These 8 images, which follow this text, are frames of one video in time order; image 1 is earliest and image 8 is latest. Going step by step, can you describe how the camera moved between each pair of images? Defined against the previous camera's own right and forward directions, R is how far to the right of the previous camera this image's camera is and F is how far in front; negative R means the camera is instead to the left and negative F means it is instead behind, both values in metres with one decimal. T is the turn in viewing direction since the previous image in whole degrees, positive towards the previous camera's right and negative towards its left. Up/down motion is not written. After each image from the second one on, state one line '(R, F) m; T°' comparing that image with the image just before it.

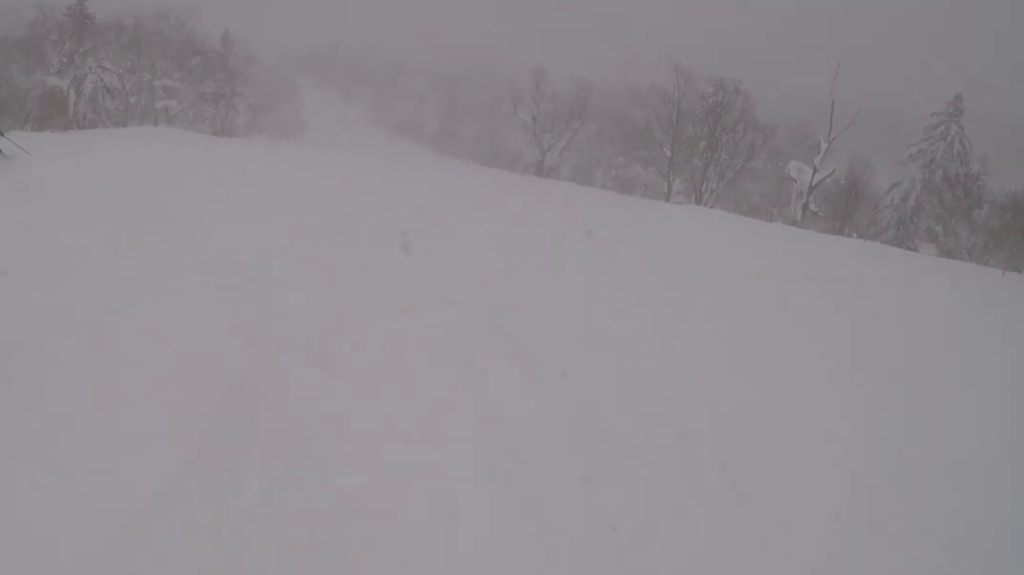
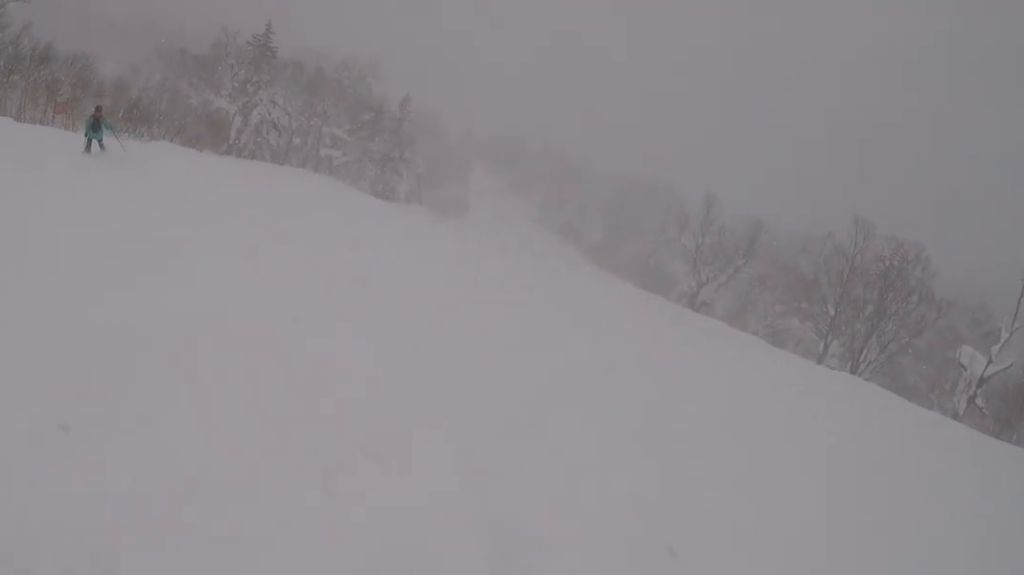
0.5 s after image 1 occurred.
(-0.7, +2.7) m; -15°
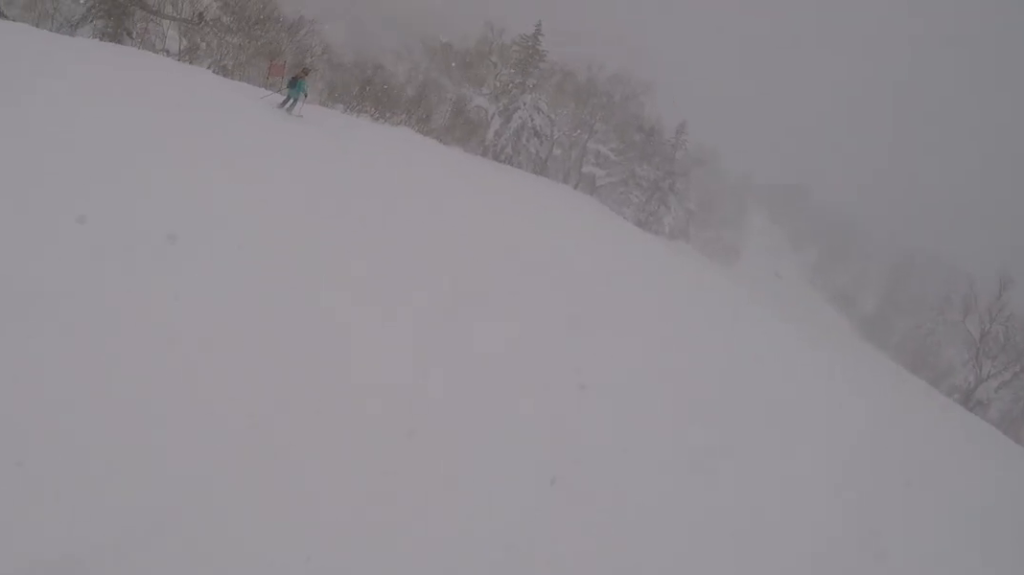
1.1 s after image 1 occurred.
(-0.6, +3.7) m; -18°
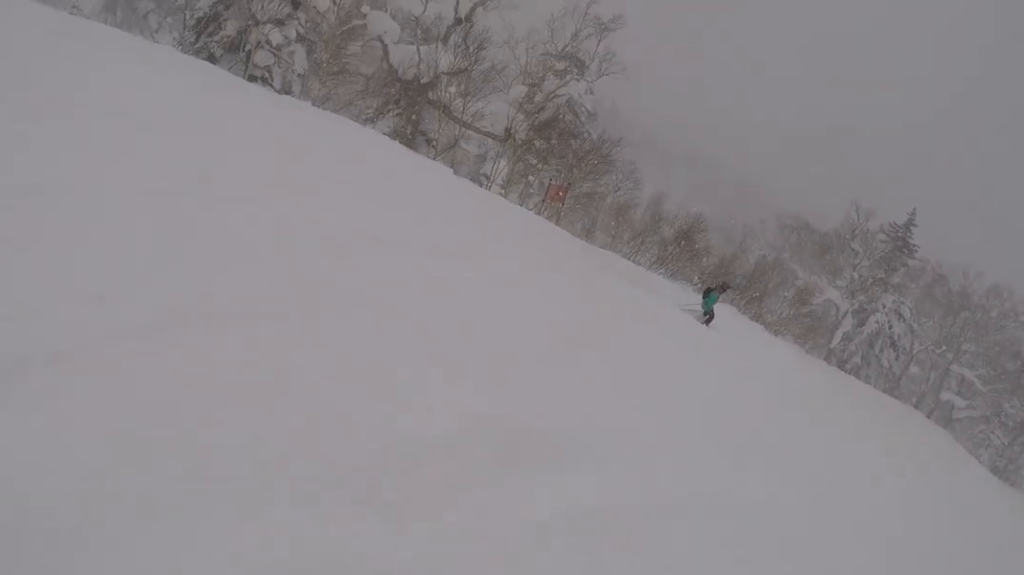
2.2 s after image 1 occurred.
(-1.5, +6.5) m; -12°
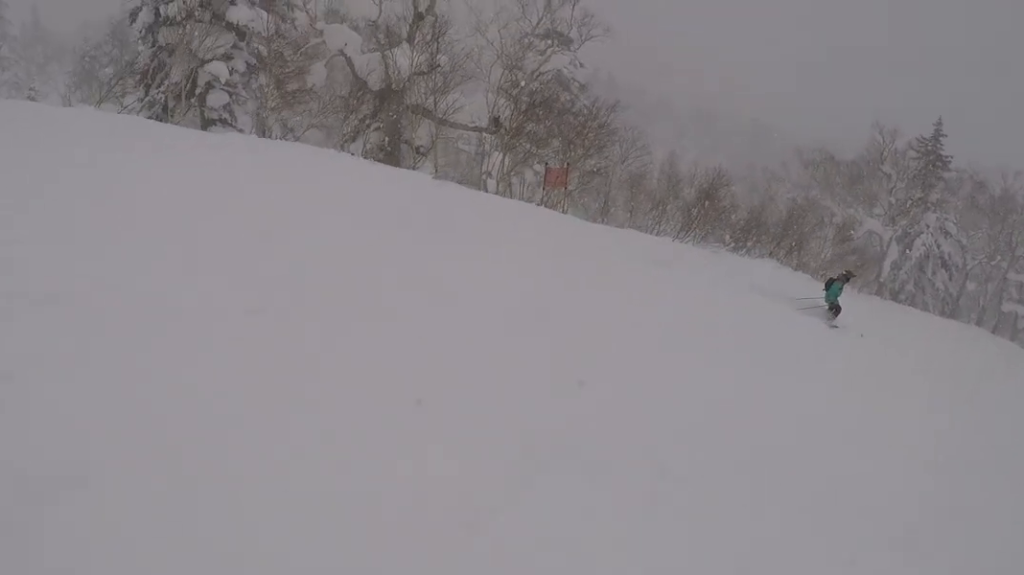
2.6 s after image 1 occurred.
(-0.2, +2.5) m; +2°
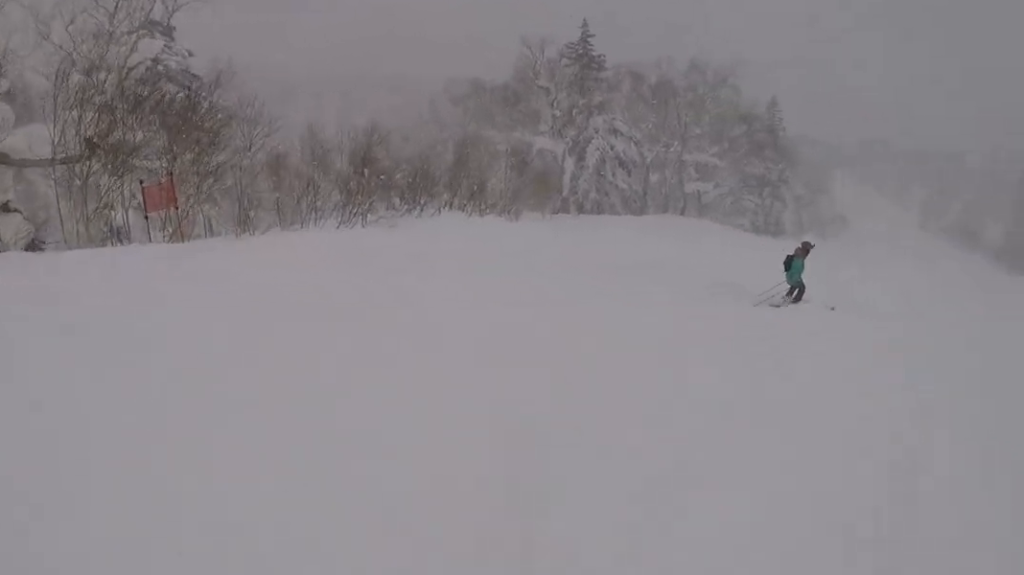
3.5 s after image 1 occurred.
(+0.4, +5.5) m; +23°
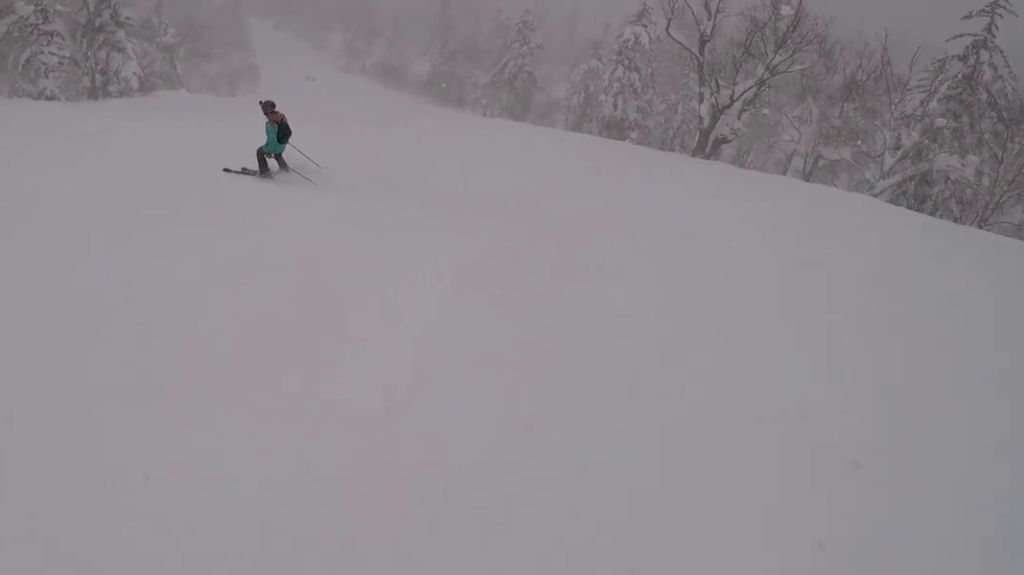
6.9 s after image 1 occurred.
(+12.2, +19.1) m; +16°
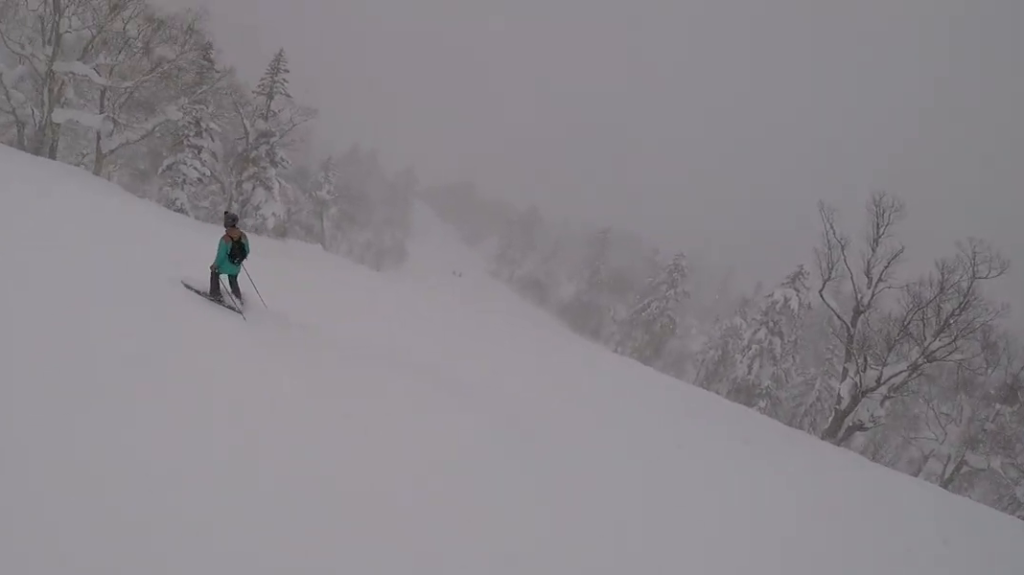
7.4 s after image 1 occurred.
(-0.5, +2.9) m; -10°
